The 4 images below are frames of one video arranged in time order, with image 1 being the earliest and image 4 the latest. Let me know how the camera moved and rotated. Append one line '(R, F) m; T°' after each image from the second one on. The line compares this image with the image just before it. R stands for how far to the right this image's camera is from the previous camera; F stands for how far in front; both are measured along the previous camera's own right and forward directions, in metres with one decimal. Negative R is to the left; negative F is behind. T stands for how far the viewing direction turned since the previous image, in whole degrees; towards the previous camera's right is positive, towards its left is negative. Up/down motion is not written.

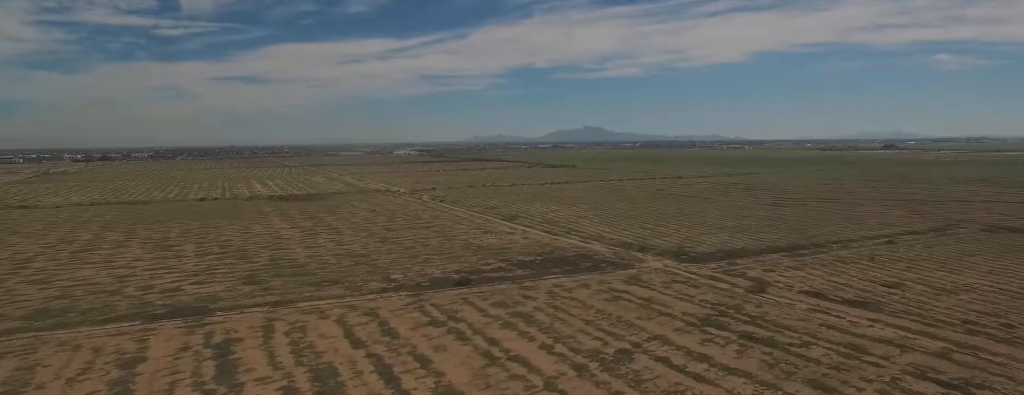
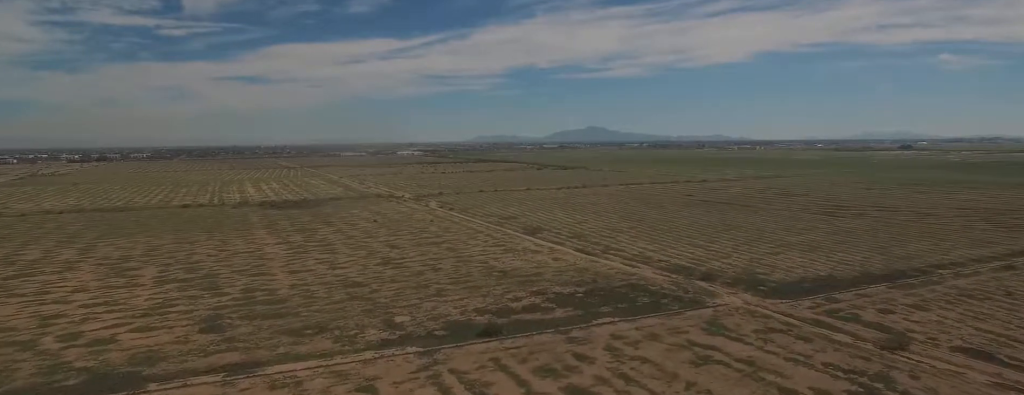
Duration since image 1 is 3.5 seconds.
(+0.7, +51.6) m; +1°
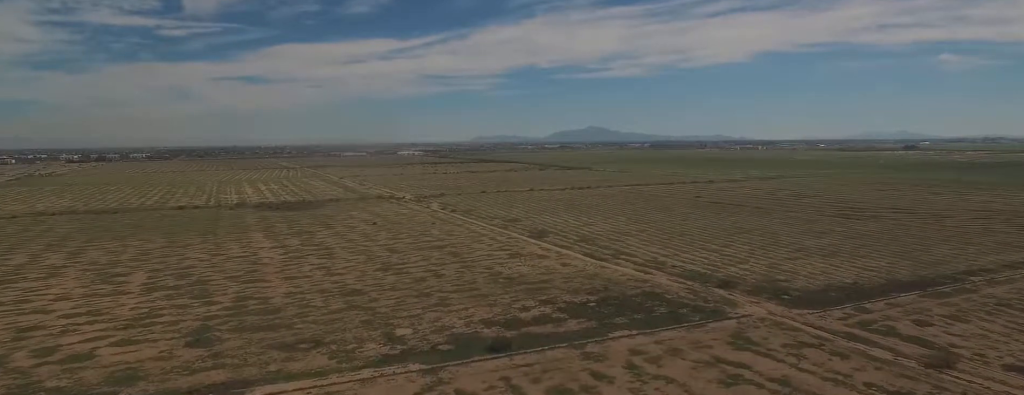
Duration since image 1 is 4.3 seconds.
(0.0, +10.9) m; 0°
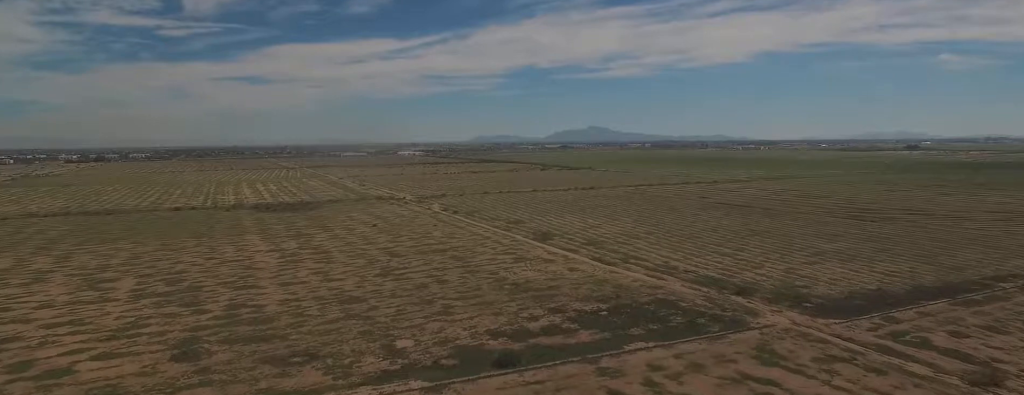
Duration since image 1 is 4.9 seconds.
(0.0, +9.4) m; 0°
